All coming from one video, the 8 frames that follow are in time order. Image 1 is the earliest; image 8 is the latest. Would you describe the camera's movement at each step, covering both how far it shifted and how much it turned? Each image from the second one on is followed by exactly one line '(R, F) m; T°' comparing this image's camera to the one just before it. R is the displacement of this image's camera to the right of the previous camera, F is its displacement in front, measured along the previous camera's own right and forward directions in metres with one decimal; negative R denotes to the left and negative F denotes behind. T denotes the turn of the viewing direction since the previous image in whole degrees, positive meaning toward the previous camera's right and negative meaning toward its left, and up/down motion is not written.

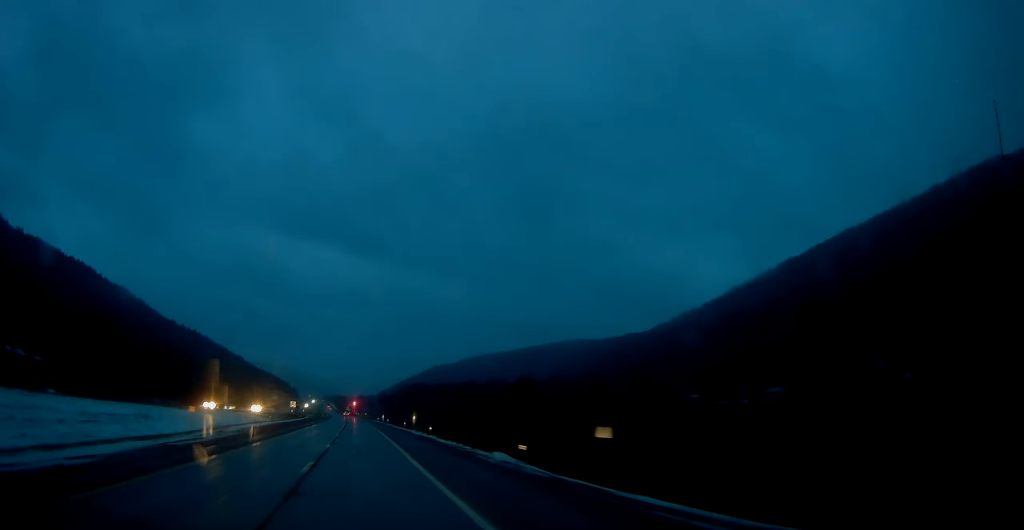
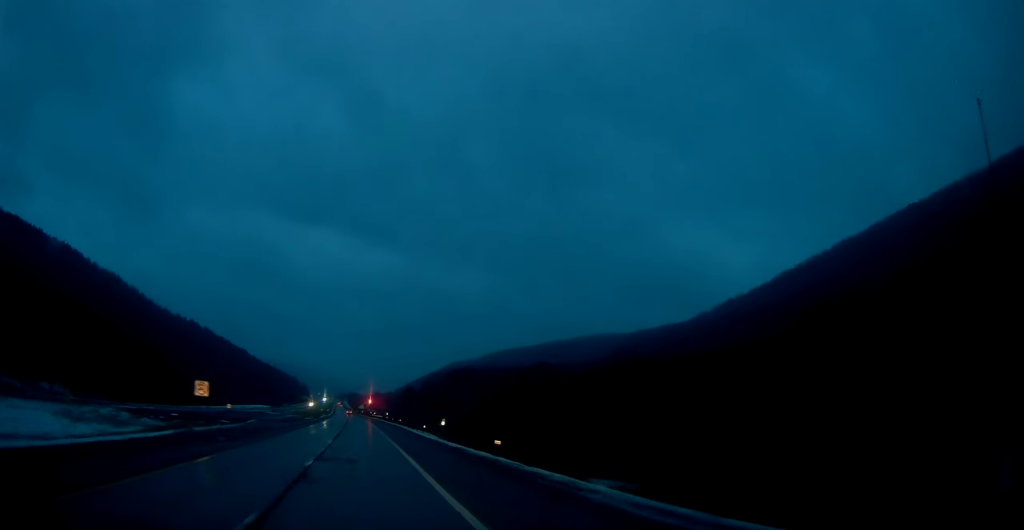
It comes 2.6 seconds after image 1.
(-0.8, +82.8) m; -2°
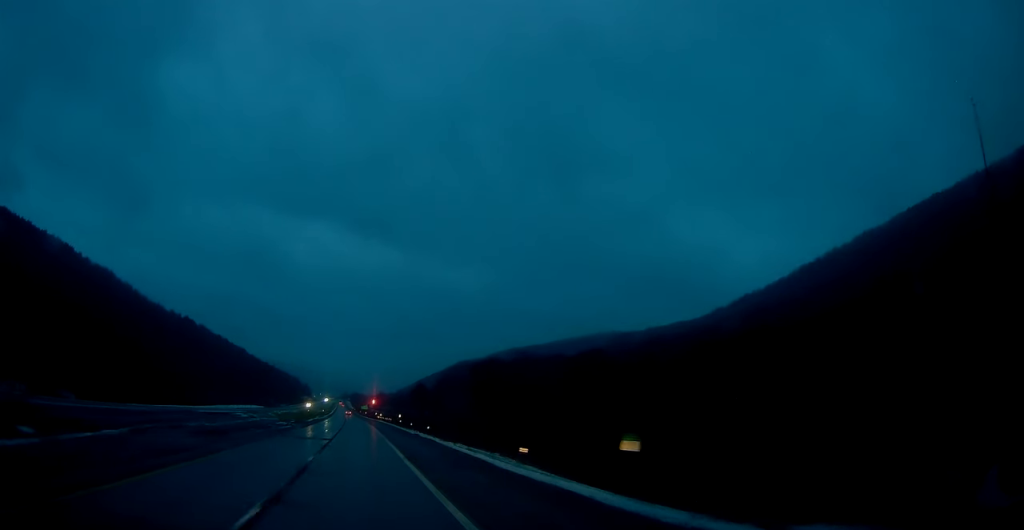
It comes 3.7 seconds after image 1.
(-0.4, +34.1) m; -1°
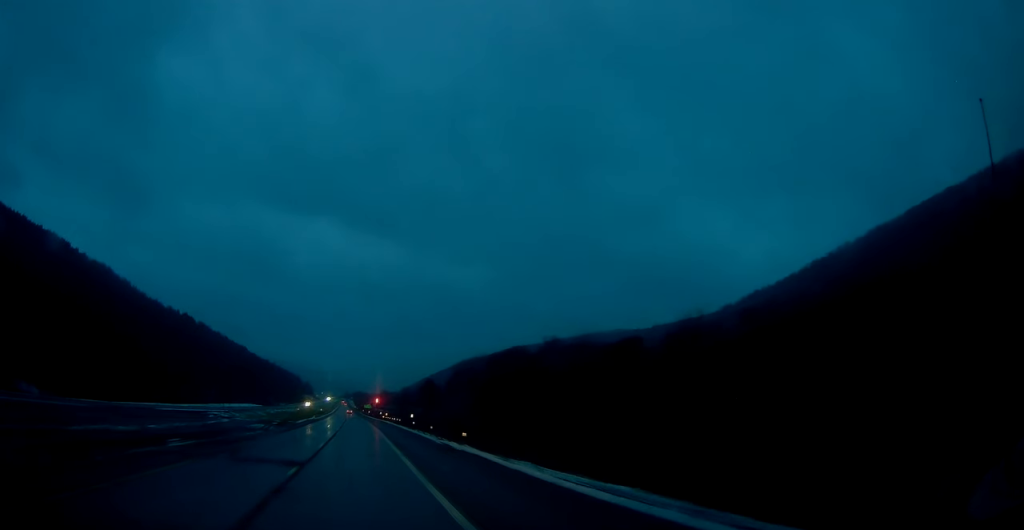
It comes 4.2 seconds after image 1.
(0.0, +17.0) m; 0°
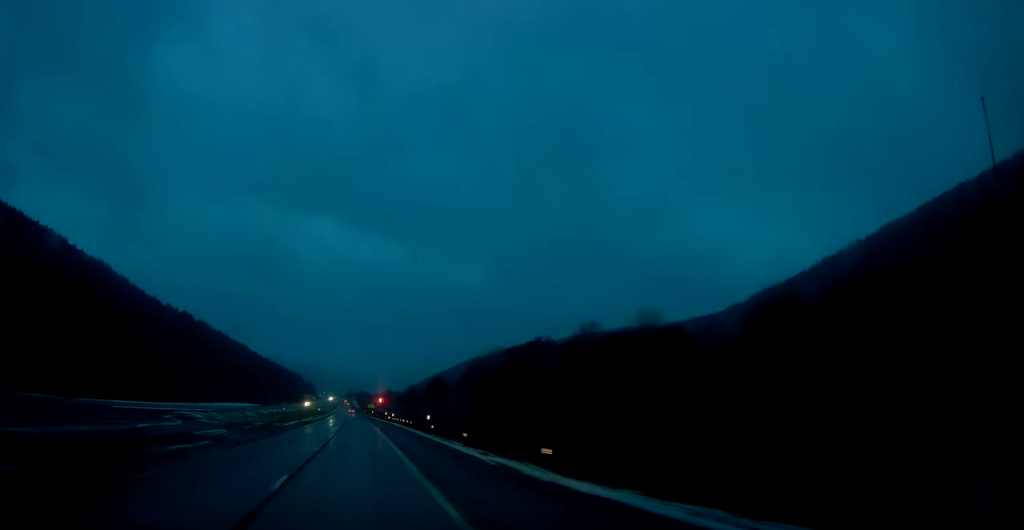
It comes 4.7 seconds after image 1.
(0.0, +14.8) m; 0°
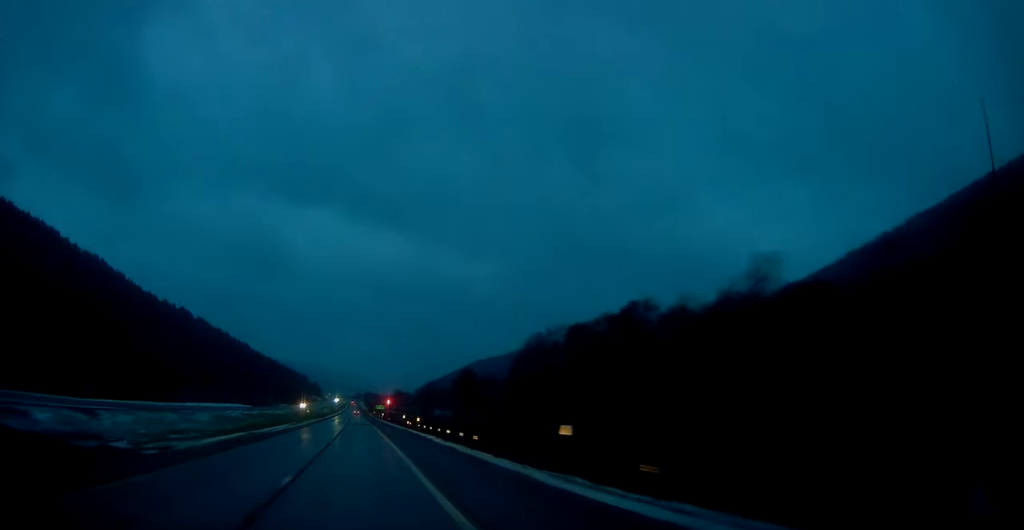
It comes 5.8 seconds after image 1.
(-0.2, +37.0) m; -1°
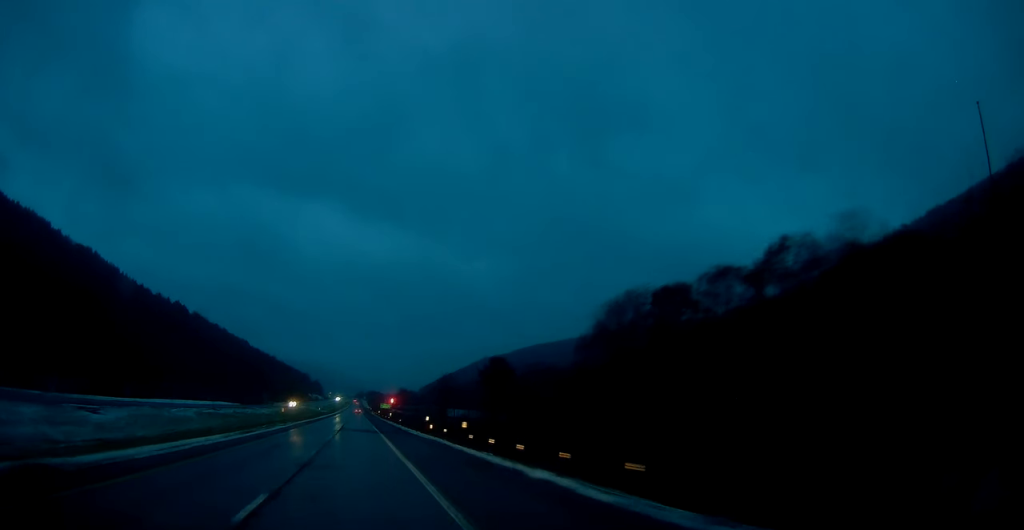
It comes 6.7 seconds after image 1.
(-0.1, +28.4) m; 0°
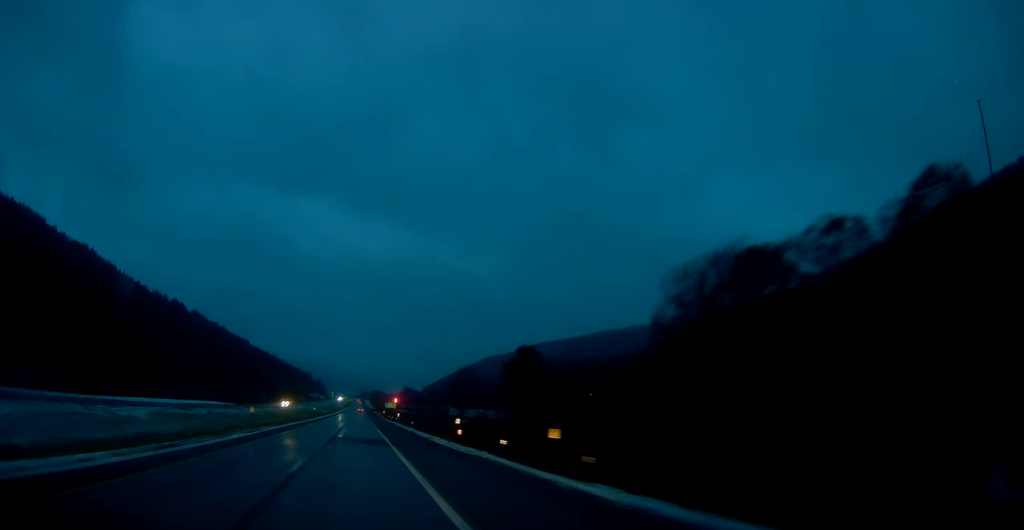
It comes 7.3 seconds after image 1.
(+0.1, +16.7) m; 0°
